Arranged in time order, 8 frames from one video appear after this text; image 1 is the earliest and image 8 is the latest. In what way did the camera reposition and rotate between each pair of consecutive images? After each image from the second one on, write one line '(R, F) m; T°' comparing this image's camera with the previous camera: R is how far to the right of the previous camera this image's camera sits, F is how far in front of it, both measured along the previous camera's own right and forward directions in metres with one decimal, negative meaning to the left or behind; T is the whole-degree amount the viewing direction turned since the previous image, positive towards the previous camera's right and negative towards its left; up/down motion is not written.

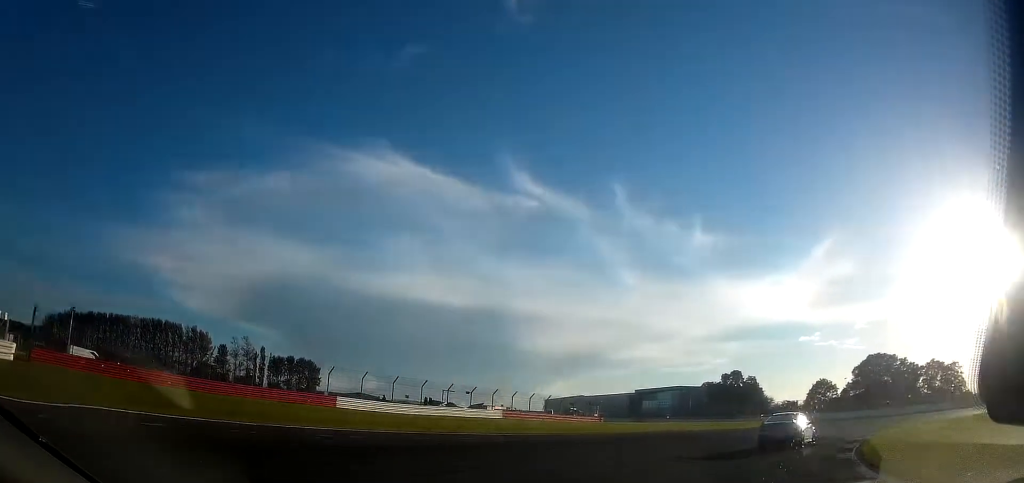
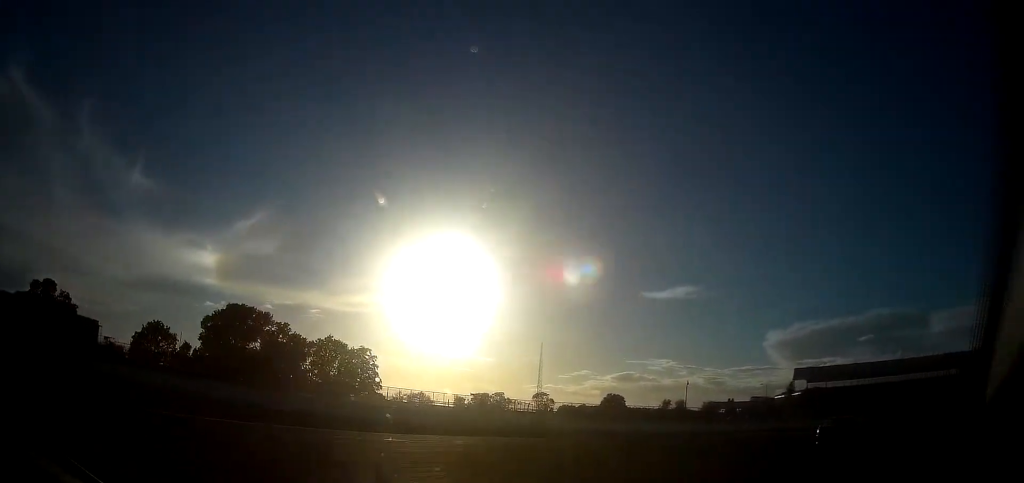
(+17.3, +58.5) m; +37°
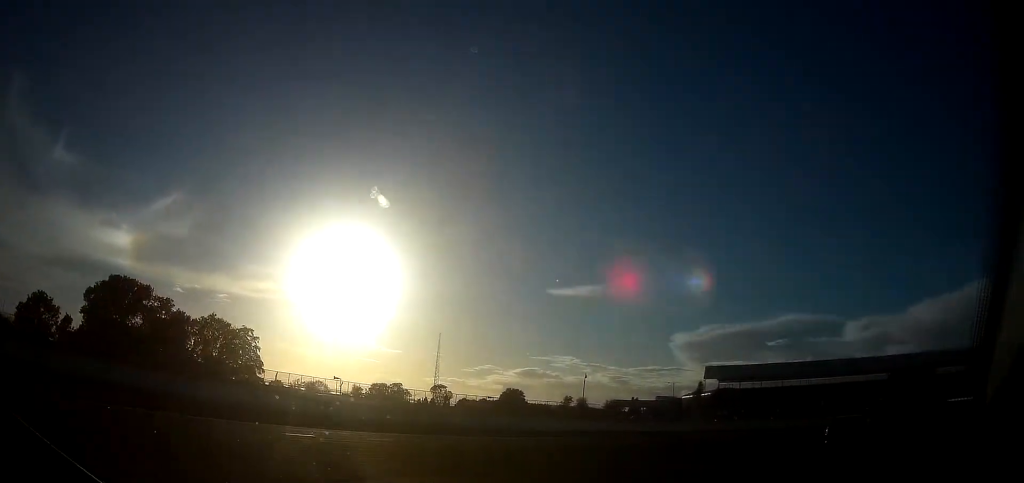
(0.0, +7.6) m; +8°
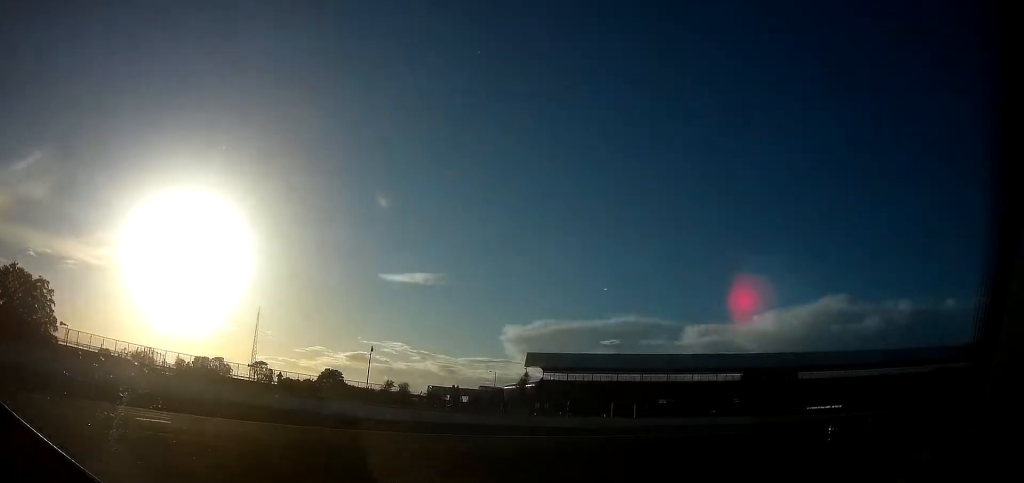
(+3.4, +10.6) m; +13°
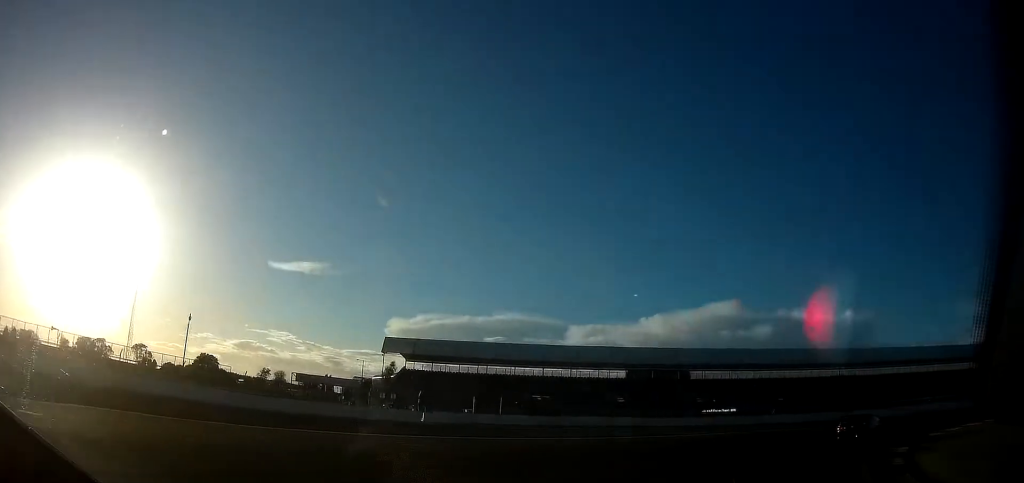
(+0.3, +5.7) m; +25°
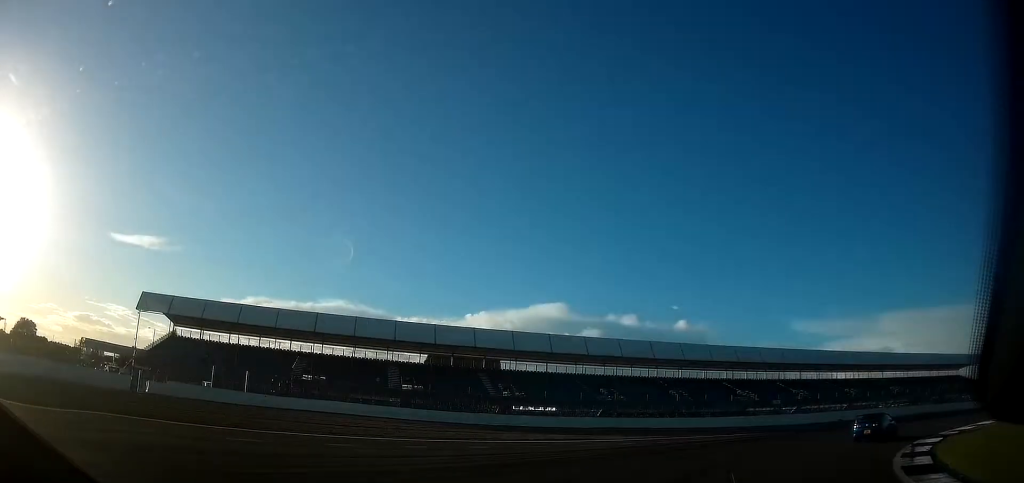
(-1.9, +5.7) m; +53°
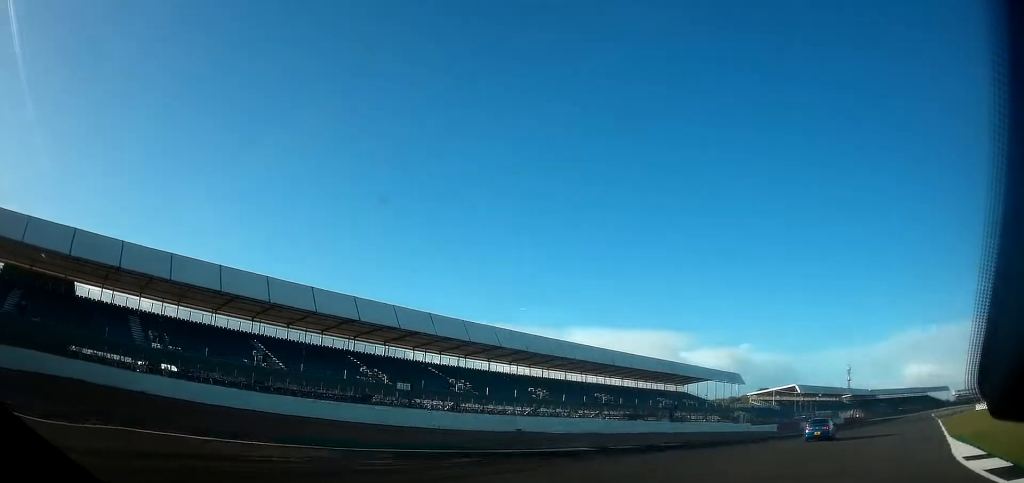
(+12.5, +9.6) m; +54°
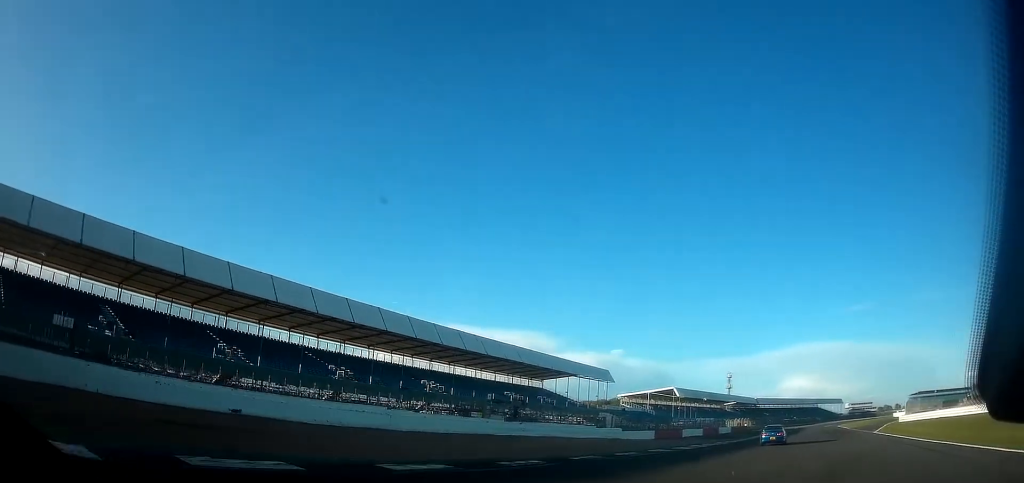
(+0.5, +9.8) m; -3°
